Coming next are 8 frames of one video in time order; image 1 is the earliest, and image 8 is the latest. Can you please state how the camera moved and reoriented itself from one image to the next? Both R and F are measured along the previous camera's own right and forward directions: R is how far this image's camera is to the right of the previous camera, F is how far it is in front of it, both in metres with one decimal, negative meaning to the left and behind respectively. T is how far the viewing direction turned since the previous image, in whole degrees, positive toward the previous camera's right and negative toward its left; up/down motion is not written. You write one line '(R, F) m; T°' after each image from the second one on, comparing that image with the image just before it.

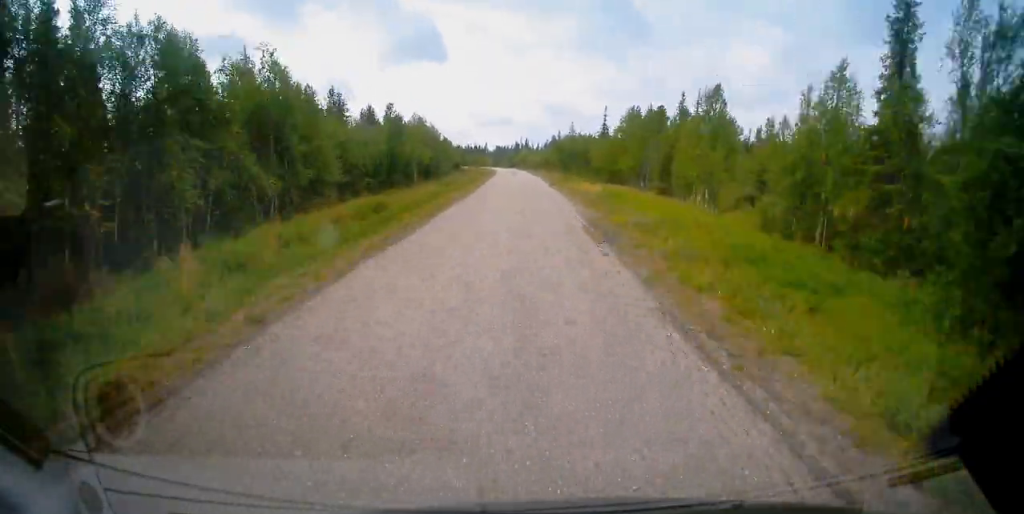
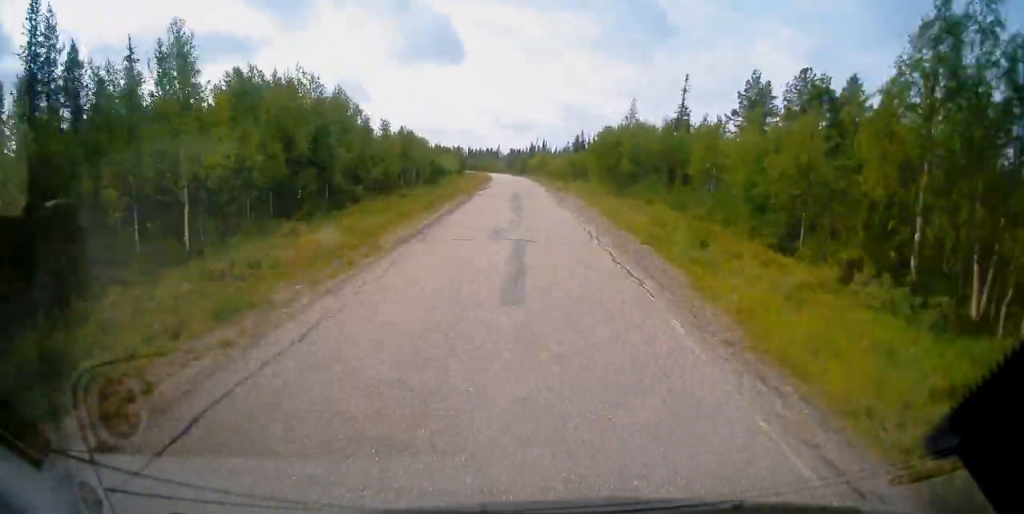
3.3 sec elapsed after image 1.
(-17.1, +51.5) m; -4°
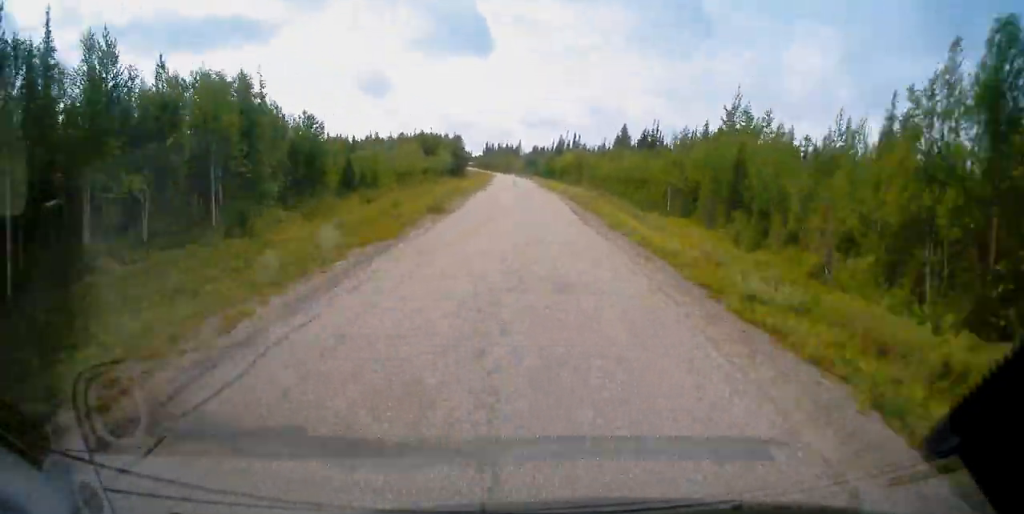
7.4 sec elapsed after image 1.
(+4.5, +65.6) m; +1°
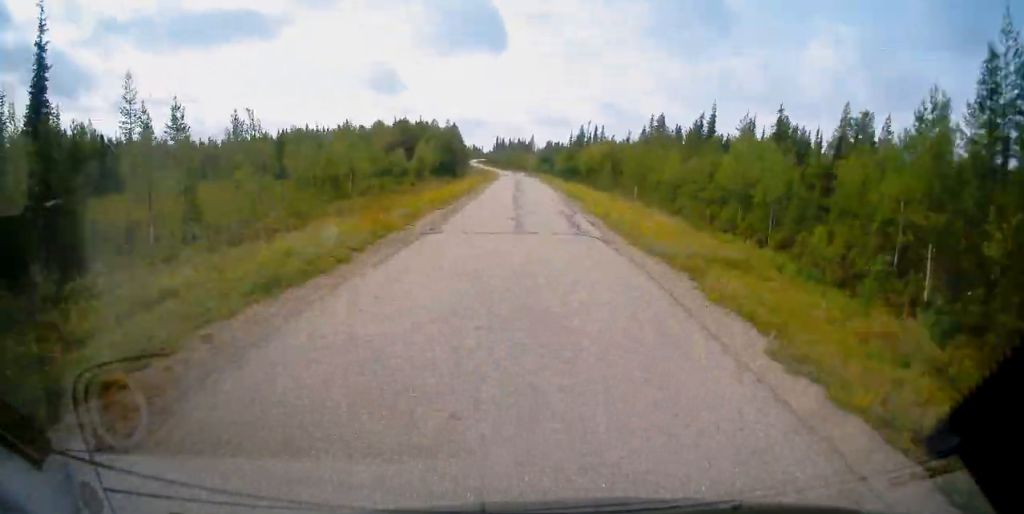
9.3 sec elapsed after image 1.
(+4.9, +31.9) m; +1°
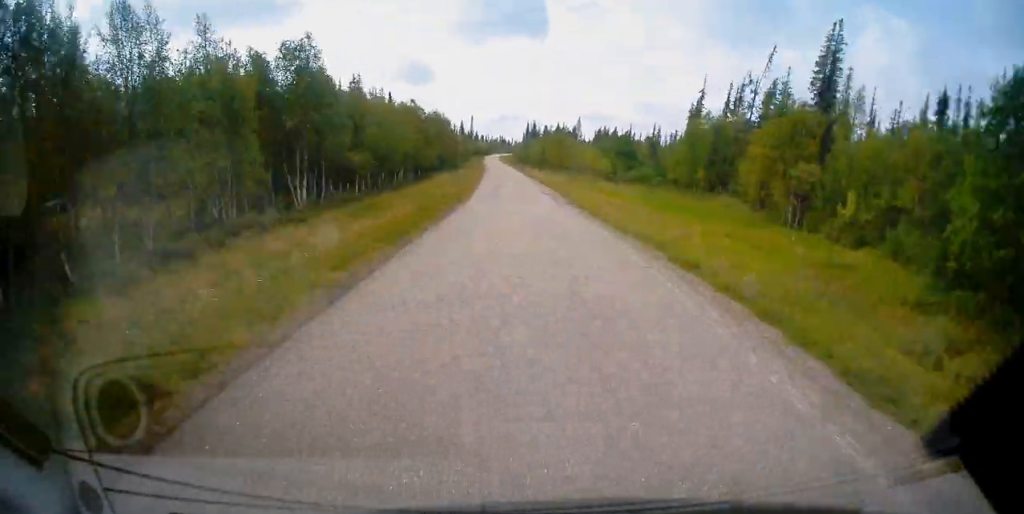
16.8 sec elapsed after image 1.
(-20.7, +119.5) m; -12°
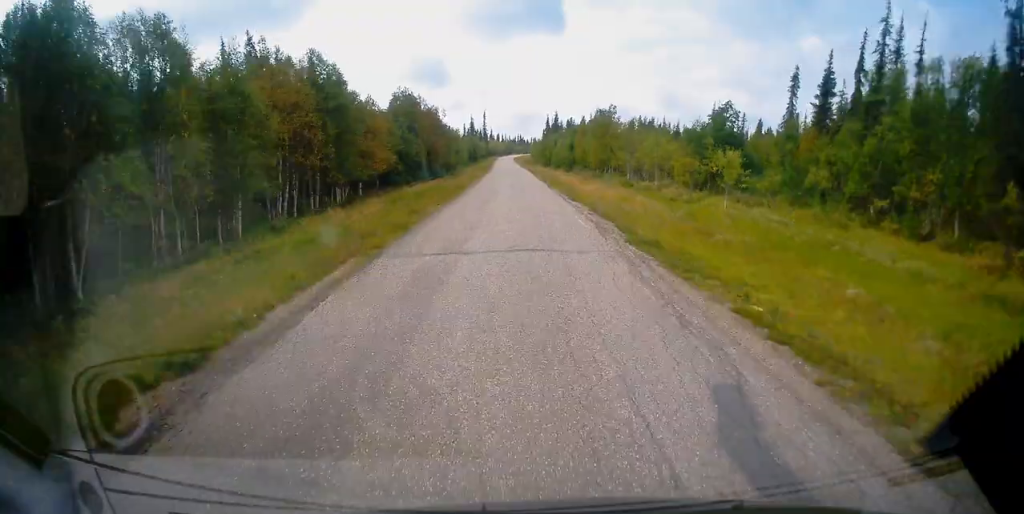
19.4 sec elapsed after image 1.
(-0.6, +40.0) m; -1°
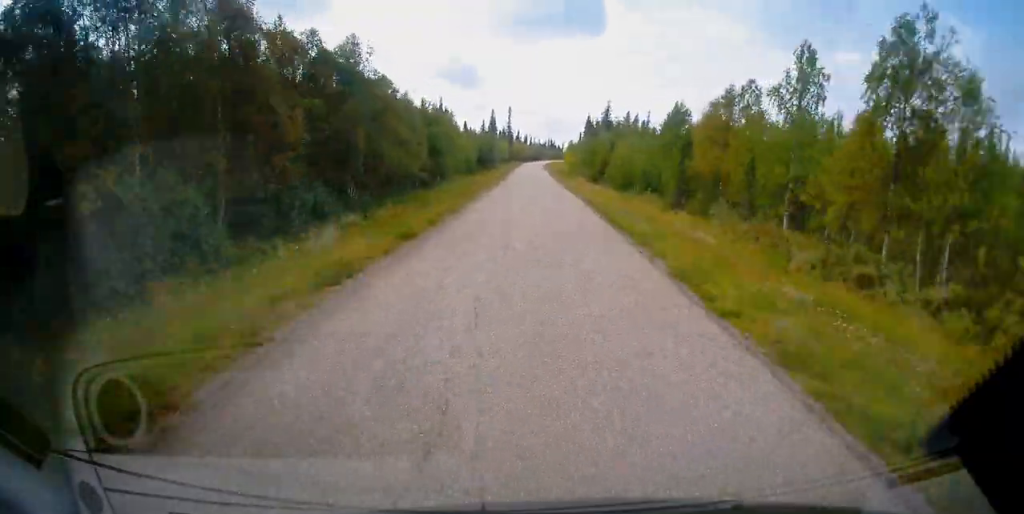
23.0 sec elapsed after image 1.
(-1.3, +56.1) m; -1°
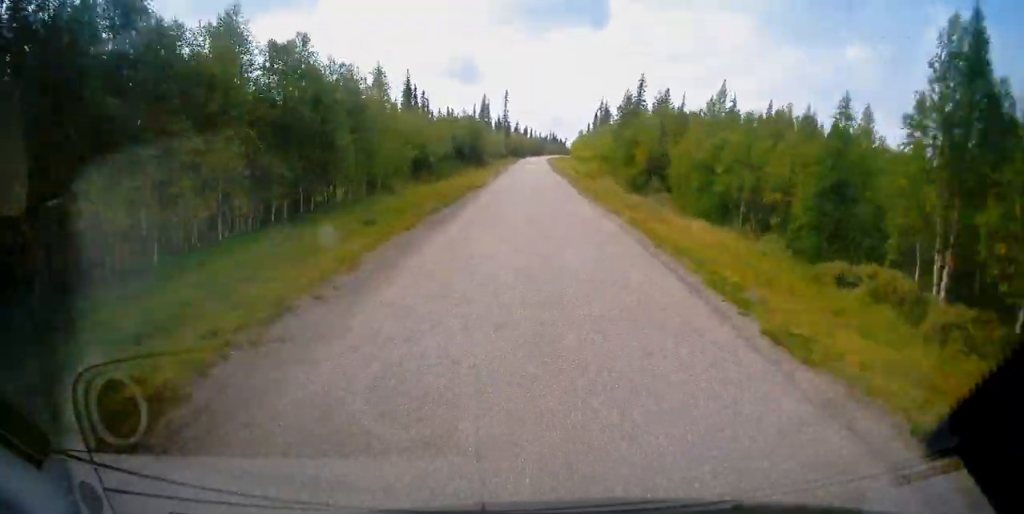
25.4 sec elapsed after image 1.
(-0.1, +36.9) m; 0°
